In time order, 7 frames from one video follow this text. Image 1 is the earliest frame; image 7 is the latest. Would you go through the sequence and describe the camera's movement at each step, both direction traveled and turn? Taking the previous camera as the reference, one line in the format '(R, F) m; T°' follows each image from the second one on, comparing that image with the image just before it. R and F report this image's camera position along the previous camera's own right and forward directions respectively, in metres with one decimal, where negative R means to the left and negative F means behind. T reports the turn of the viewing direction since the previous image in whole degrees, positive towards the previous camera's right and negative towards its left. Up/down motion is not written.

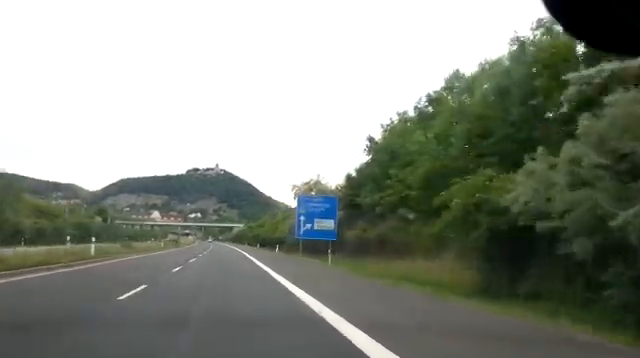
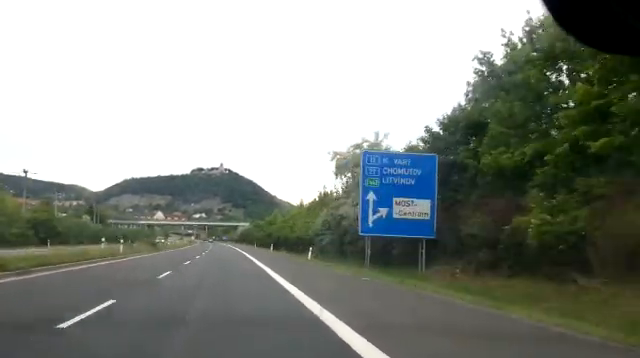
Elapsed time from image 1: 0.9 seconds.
(-0.2, +24.0) m; -1°
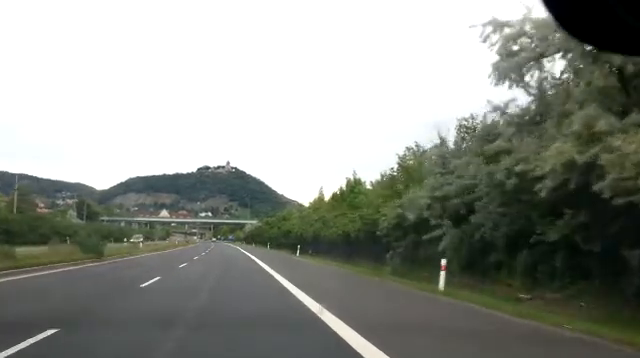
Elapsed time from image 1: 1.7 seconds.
(-0.2, +23.6) m; 0°
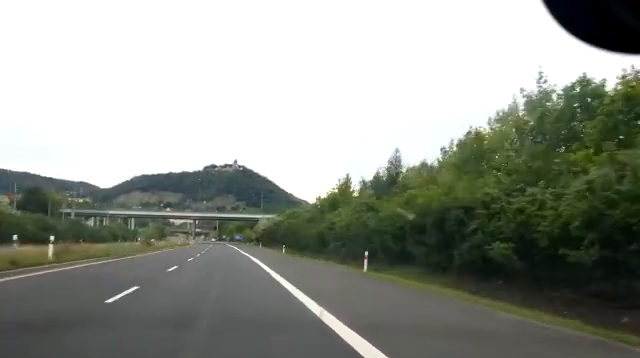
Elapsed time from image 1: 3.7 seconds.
(+0.2, +51.3) m; +2°
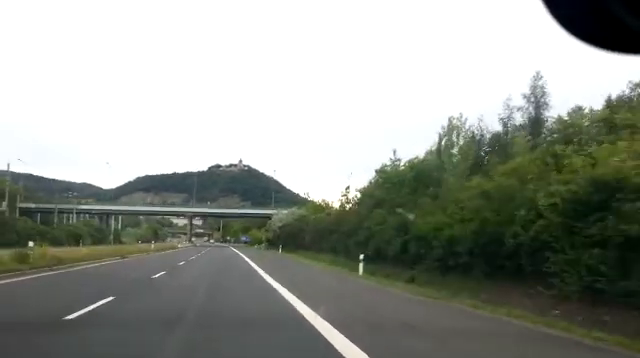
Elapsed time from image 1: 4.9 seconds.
(+0.8, +29.0) m; 0°
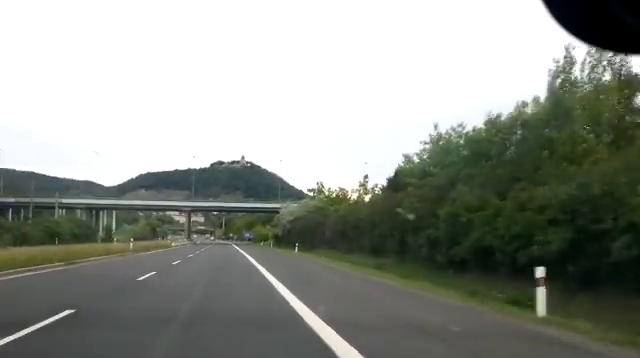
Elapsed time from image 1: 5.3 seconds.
(+0.1, +11.4) m; -1°
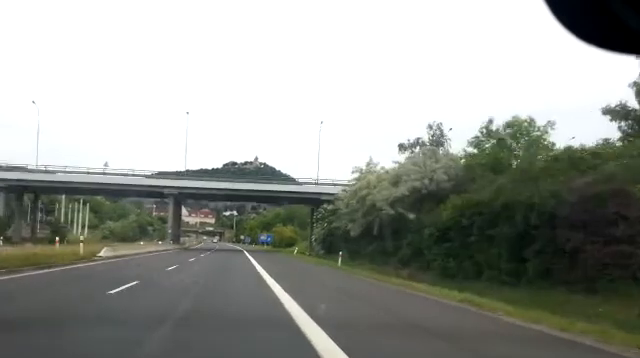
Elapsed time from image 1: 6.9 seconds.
(-1.1, +38.9) m; -1°
